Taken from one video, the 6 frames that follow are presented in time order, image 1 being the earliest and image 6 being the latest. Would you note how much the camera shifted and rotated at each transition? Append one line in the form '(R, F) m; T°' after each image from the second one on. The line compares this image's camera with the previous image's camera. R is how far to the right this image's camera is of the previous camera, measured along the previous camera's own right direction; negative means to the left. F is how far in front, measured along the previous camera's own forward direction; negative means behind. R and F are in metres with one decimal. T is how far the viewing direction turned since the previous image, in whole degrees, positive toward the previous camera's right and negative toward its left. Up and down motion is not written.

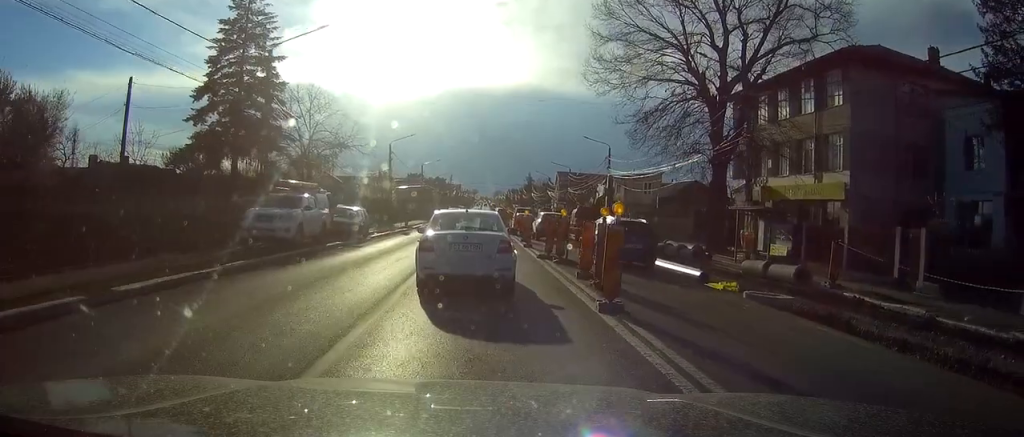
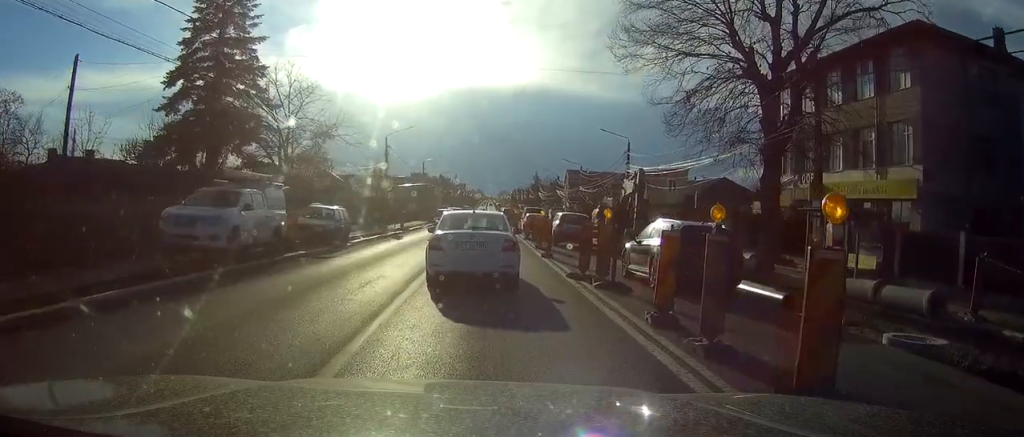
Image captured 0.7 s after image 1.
(-0.1, +6.4) m; 0°
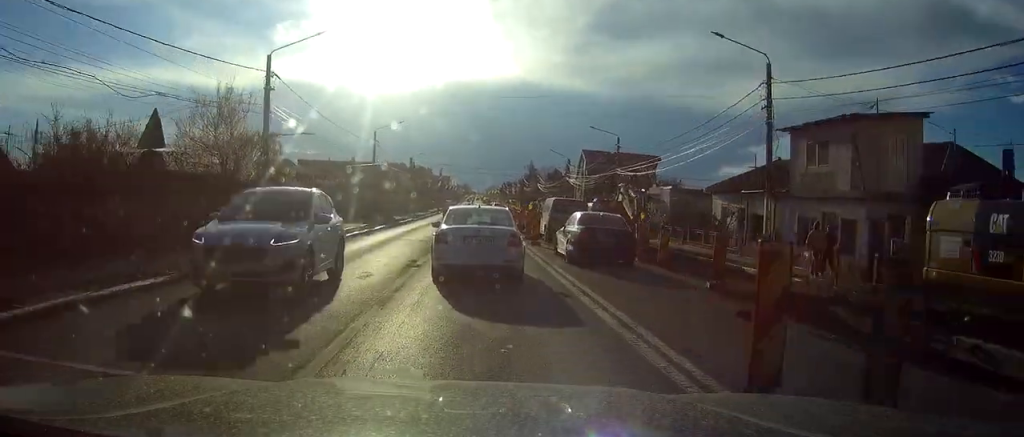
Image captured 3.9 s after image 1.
(+1.0, +33.0) m; +2°
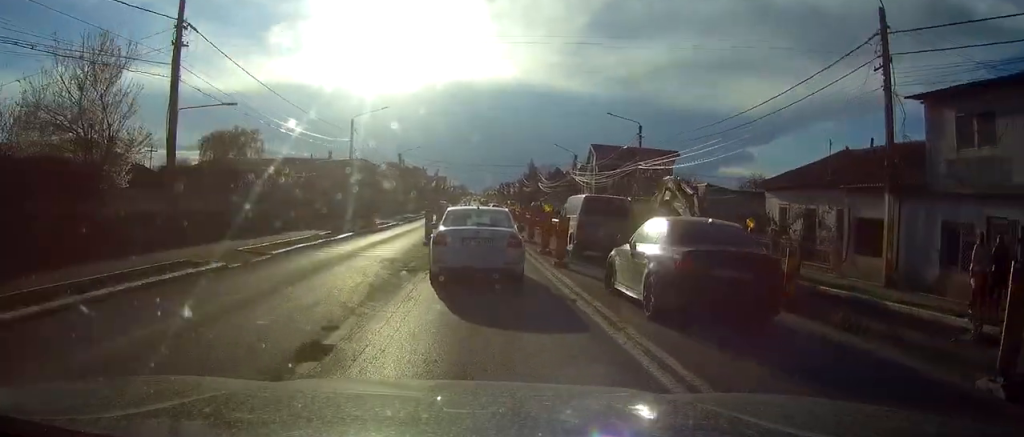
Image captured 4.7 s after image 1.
(-0.1, +9.8) m; -1°
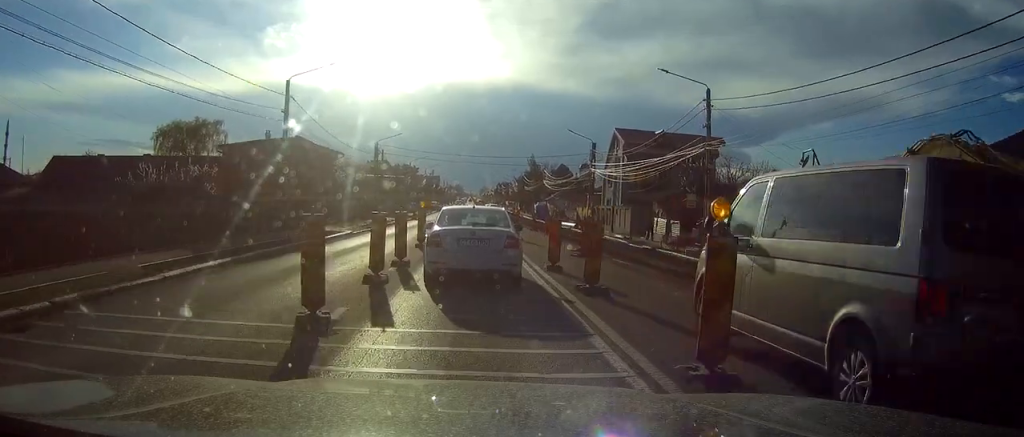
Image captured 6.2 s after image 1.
(+0.1, +17.0) m; +1°
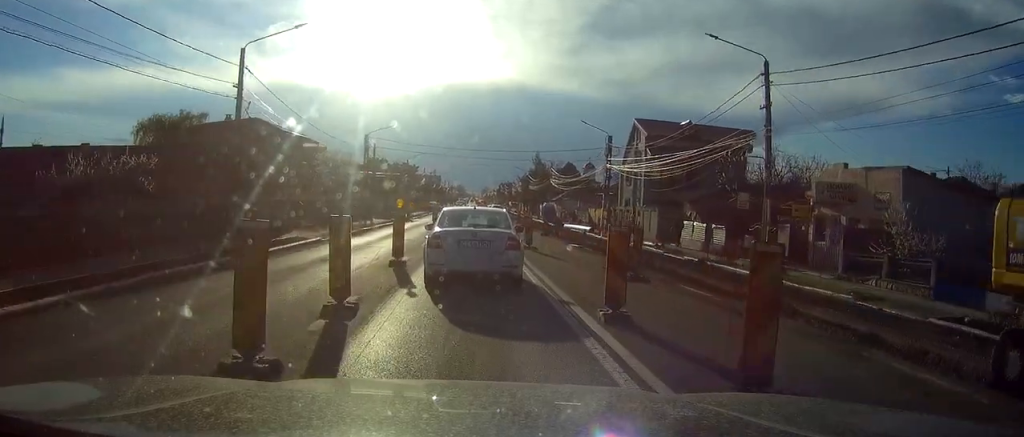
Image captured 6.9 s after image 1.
(0.0, +7.6) m; +1°
